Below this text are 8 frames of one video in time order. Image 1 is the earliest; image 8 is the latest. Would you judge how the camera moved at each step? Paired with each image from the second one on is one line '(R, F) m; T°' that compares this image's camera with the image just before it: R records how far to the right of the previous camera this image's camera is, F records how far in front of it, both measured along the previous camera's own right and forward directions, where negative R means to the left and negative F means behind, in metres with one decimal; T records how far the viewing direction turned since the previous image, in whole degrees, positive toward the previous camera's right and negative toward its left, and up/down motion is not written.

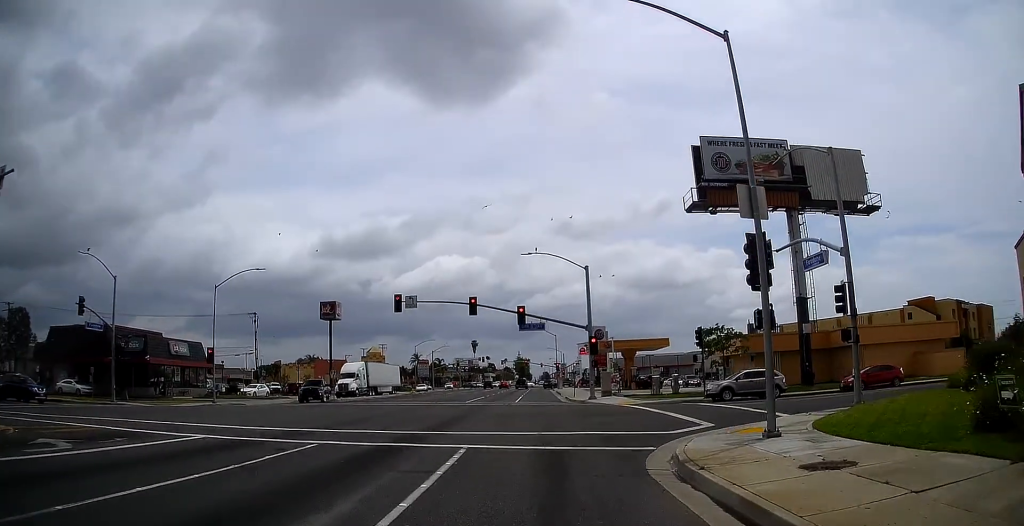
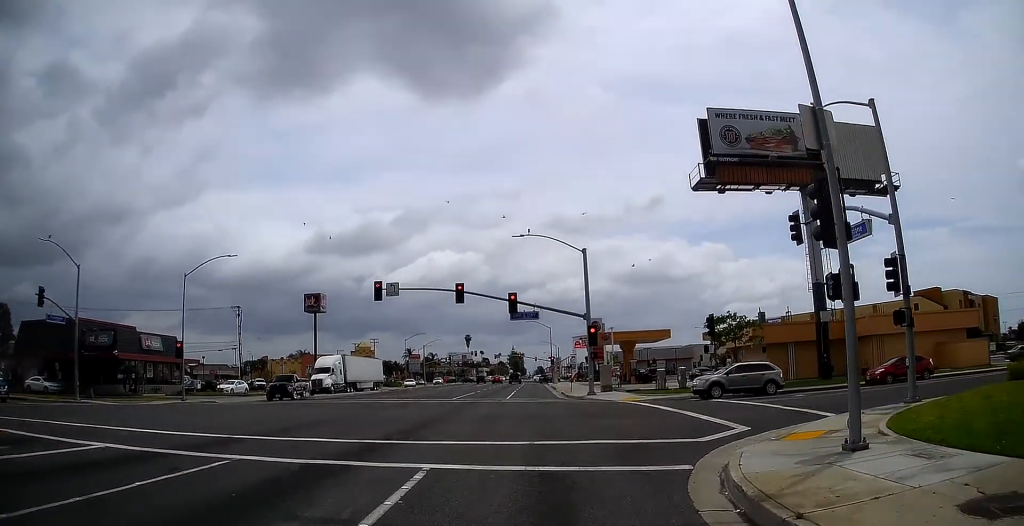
(+0.1, +5.0) m; -1°
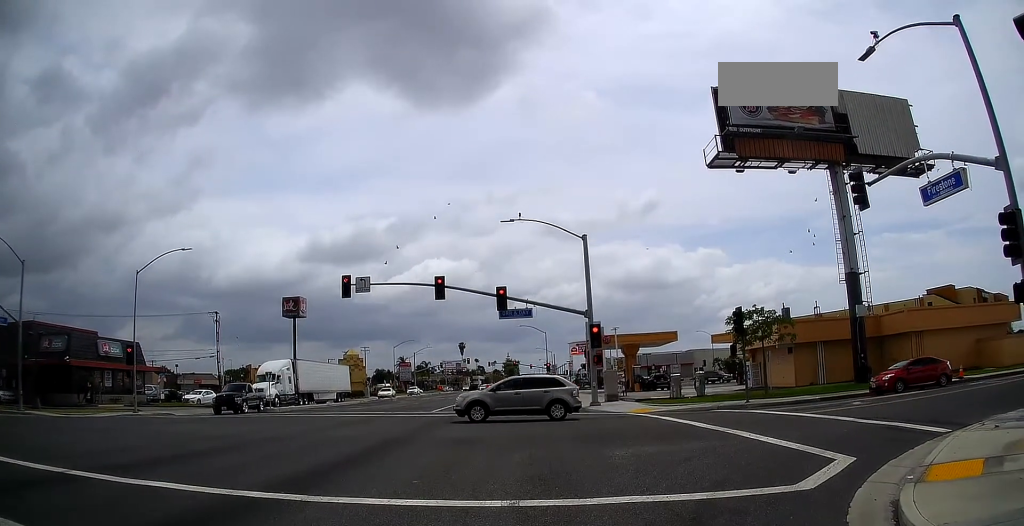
(+0.2, +8.8) m; +1°
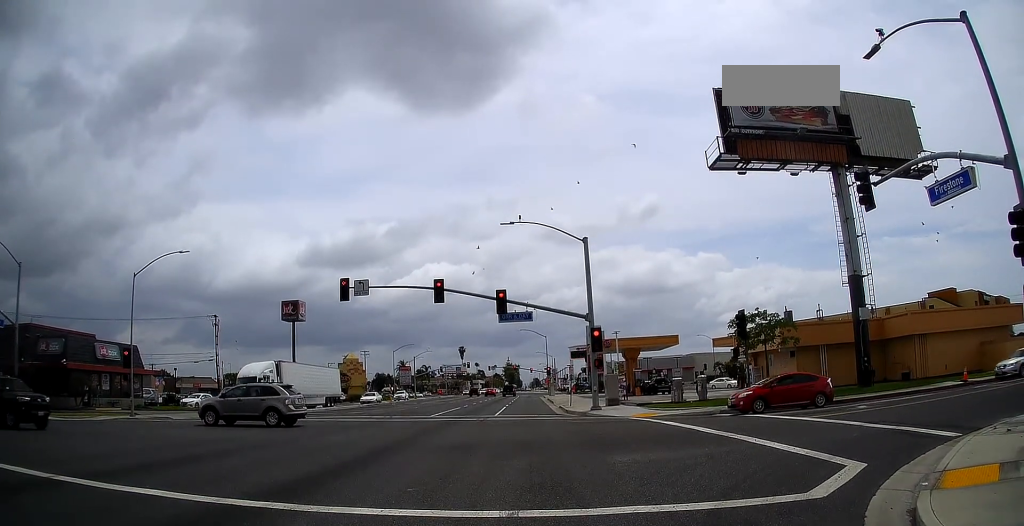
(-0.6, +1.0) m; 0°
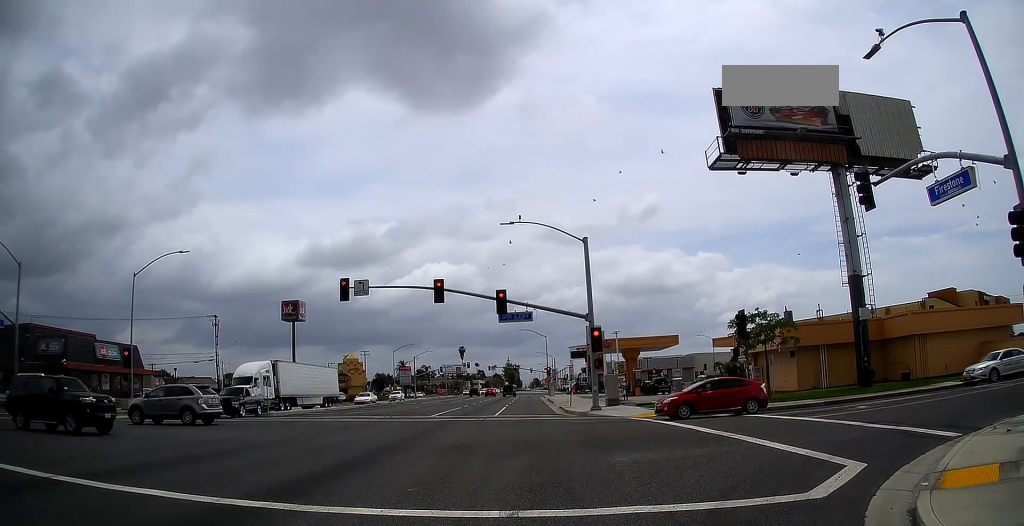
(0.0, 0.0) m; 0°
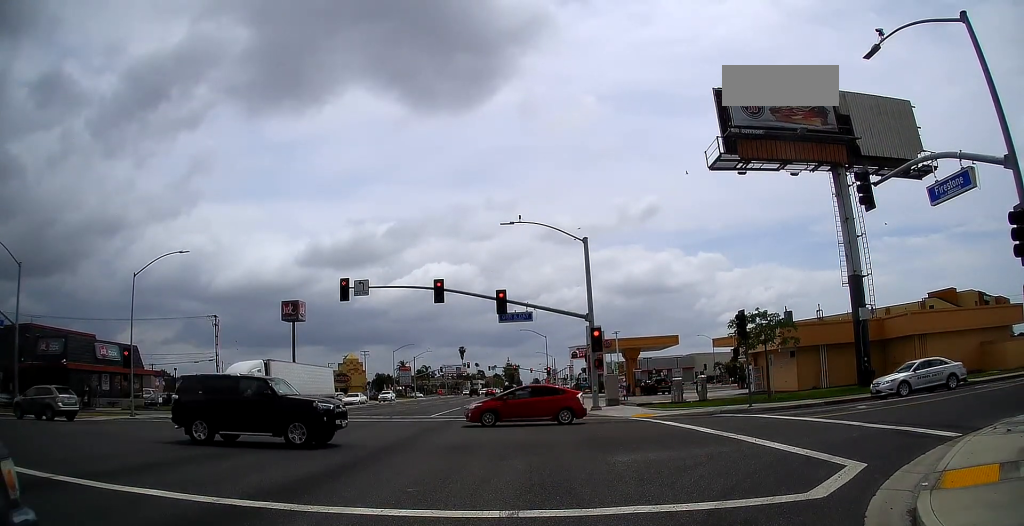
(0.0, 0.0) m; 0°
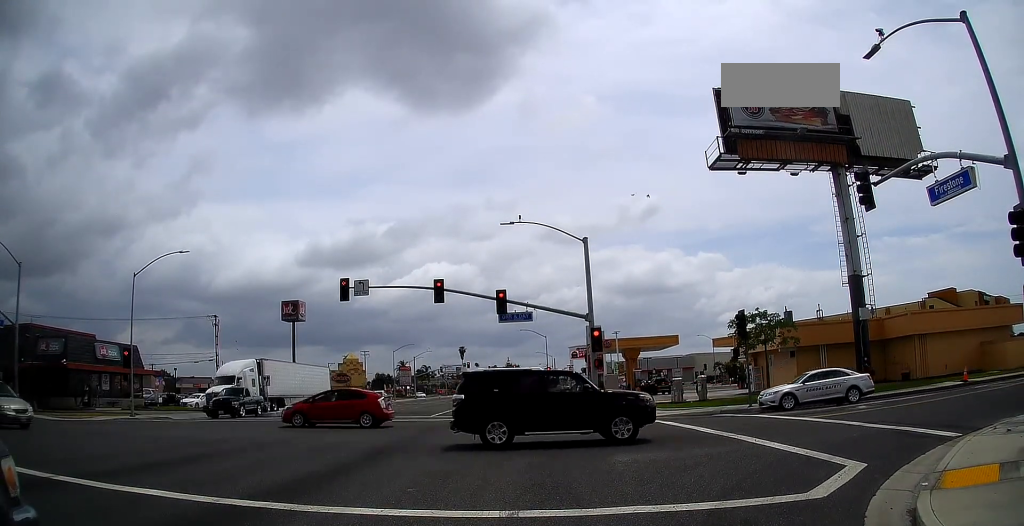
(0.0, 0.0) m; 0°
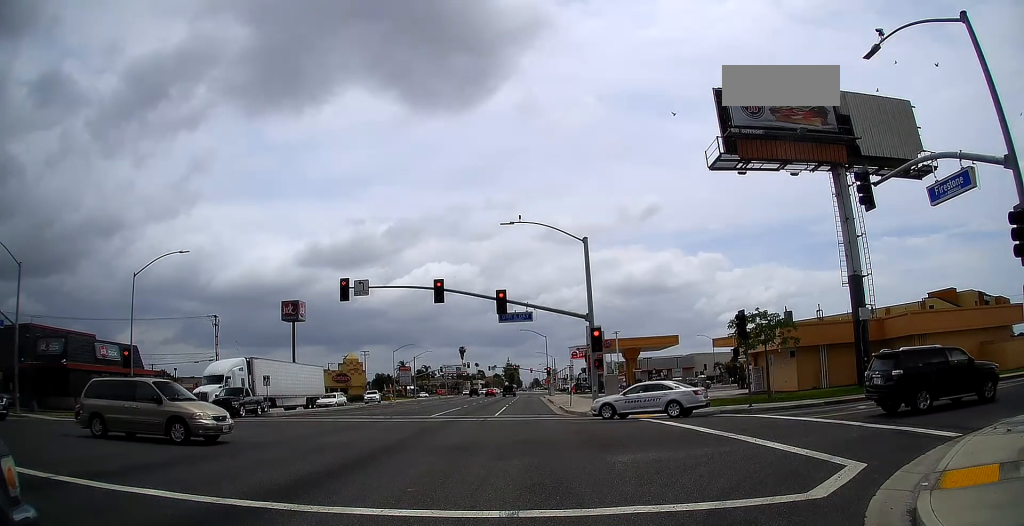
(0.0, 0.0) m; 0°
